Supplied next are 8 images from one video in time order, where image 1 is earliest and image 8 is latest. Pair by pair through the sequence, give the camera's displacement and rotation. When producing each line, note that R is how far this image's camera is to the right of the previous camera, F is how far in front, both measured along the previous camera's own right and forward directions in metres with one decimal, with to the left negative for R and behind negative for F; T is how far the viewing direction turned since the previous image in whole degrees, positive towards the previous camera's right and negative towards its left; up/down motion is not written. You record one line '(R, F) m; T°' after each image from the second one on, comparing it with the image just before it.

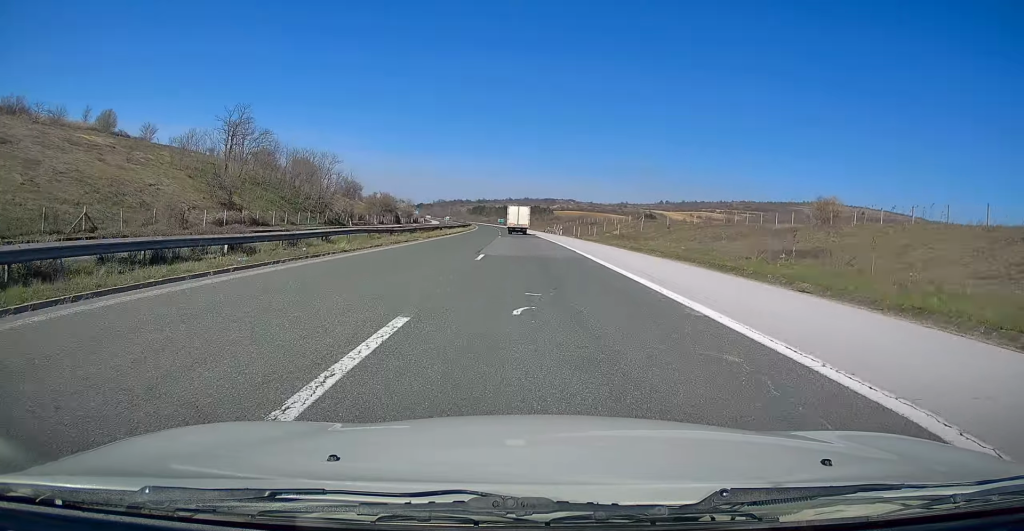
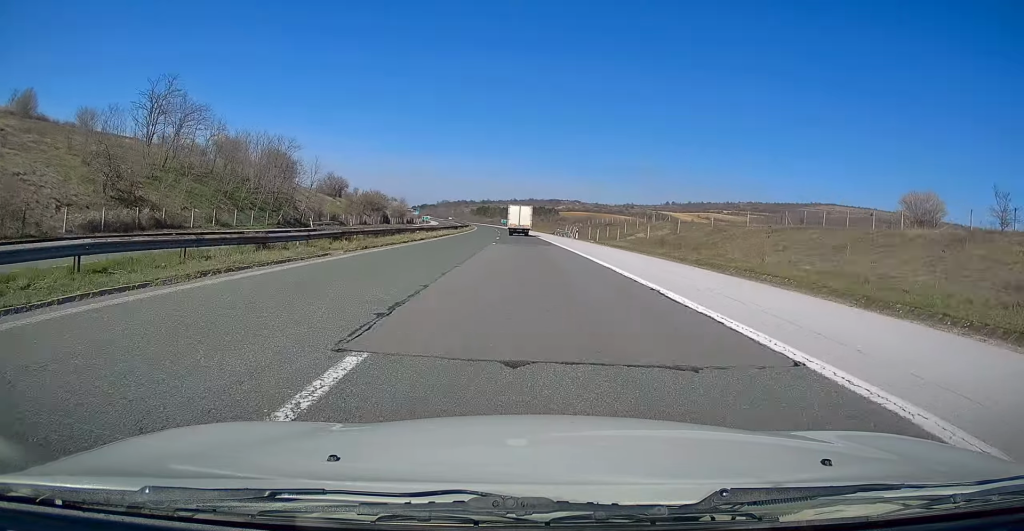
(0.0, +17.5) m; 0°
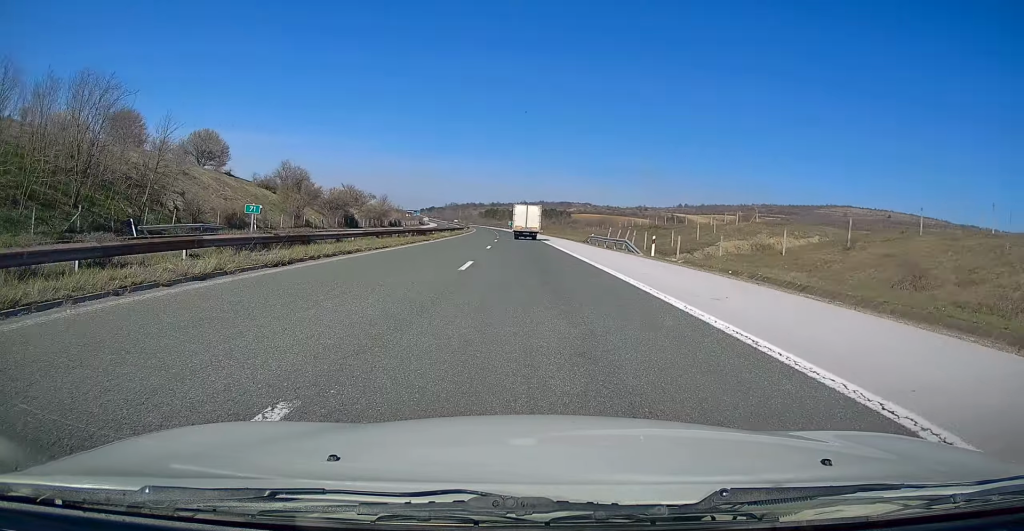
(-0.2, +34.0) m; -1°
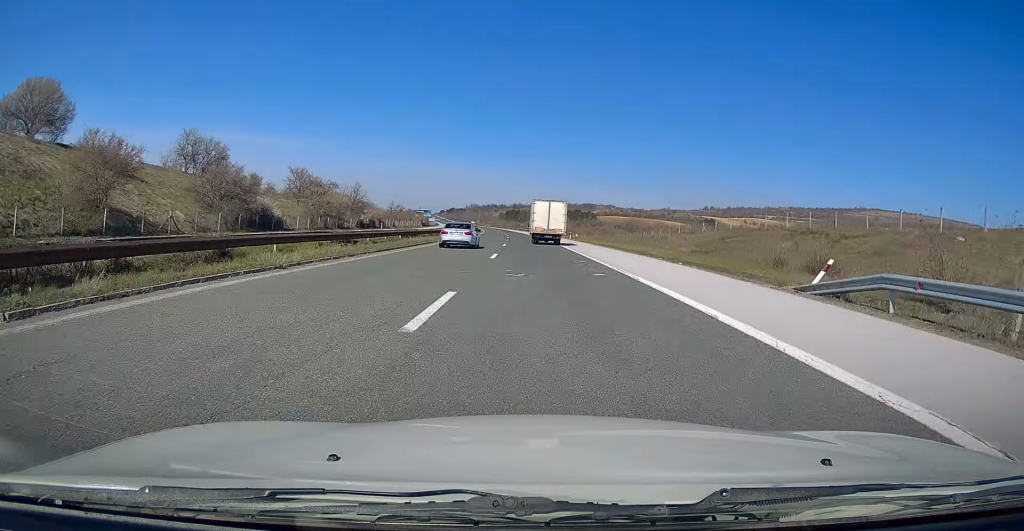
(-0.5, +41.3) m; -1°
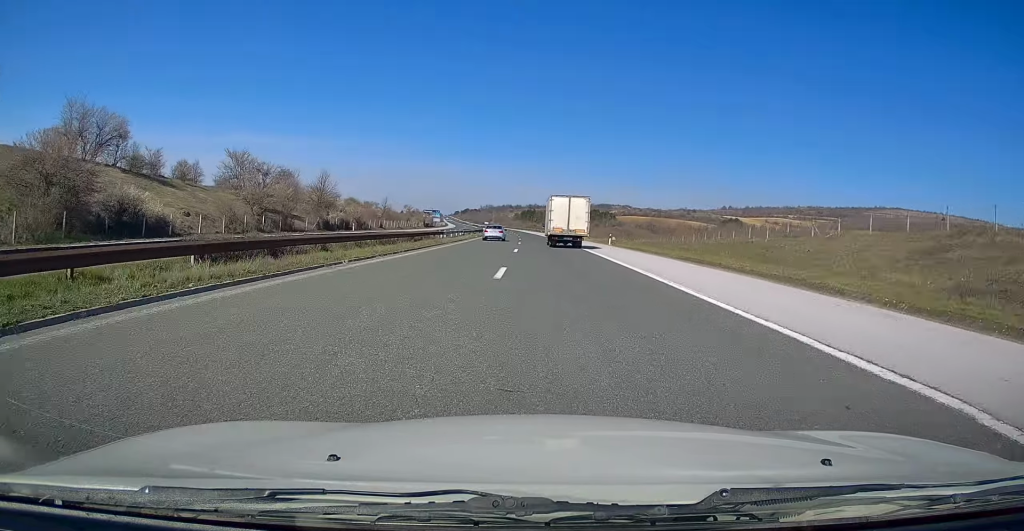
(-0.1, +24.7) m; -1°
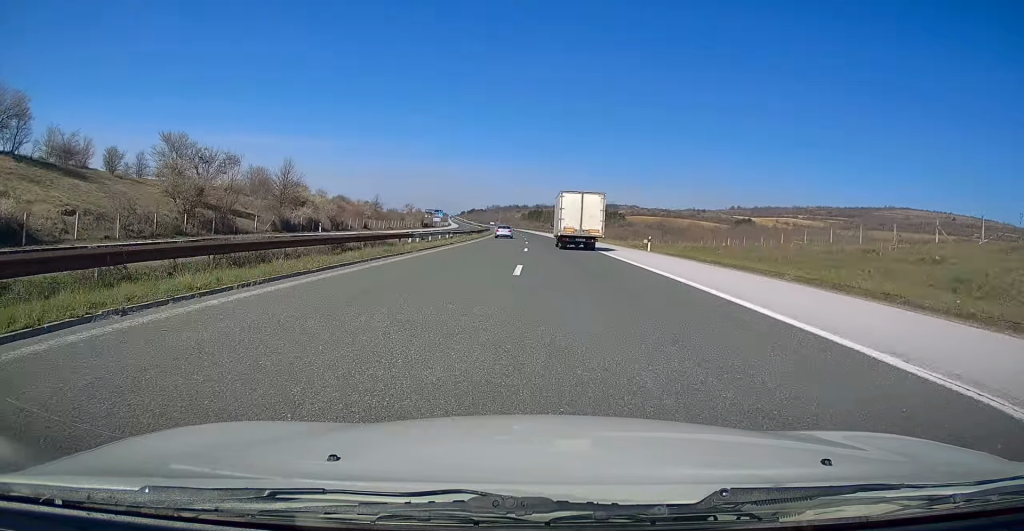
(-0.3, +15.0) m; -1°
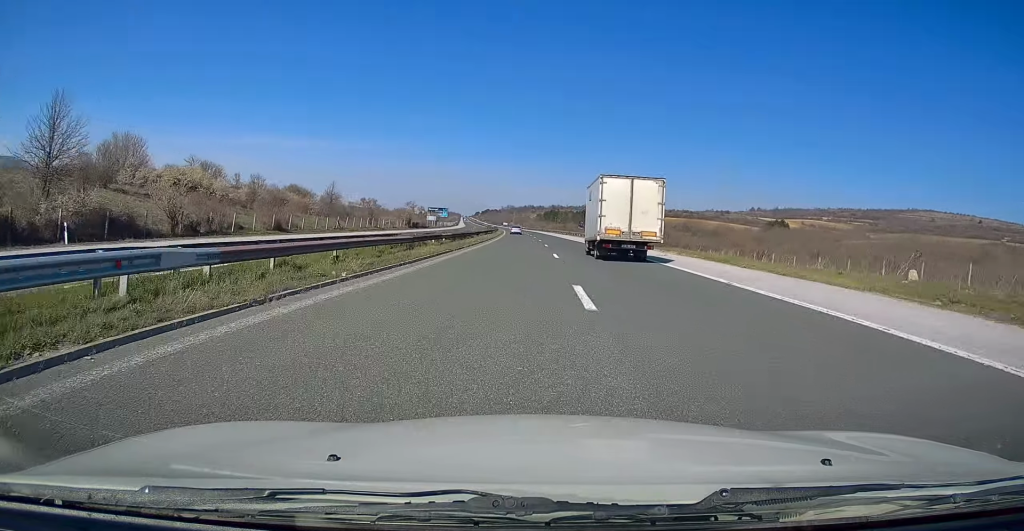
(-0.5, +38.2) m; -1°
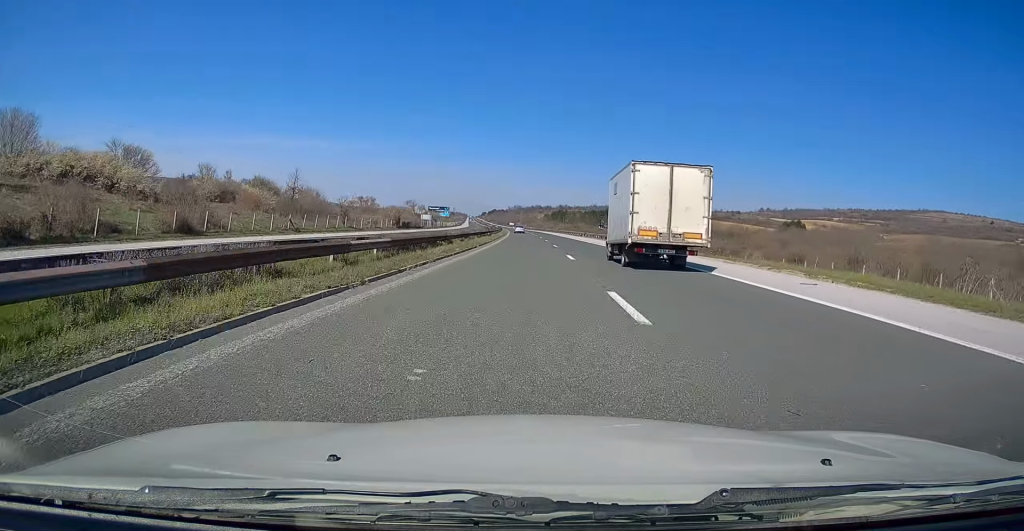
(0.0, +17.2) m; 0°
